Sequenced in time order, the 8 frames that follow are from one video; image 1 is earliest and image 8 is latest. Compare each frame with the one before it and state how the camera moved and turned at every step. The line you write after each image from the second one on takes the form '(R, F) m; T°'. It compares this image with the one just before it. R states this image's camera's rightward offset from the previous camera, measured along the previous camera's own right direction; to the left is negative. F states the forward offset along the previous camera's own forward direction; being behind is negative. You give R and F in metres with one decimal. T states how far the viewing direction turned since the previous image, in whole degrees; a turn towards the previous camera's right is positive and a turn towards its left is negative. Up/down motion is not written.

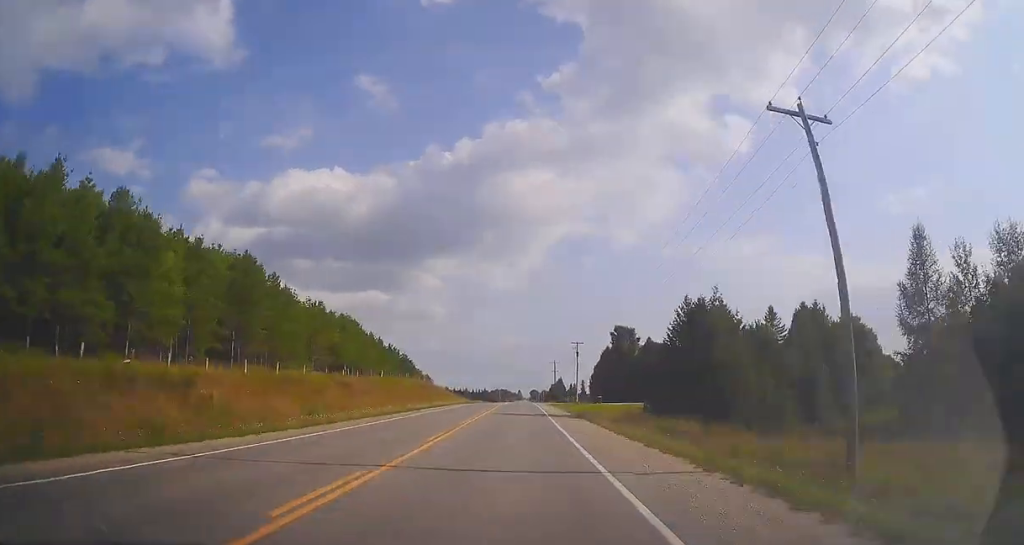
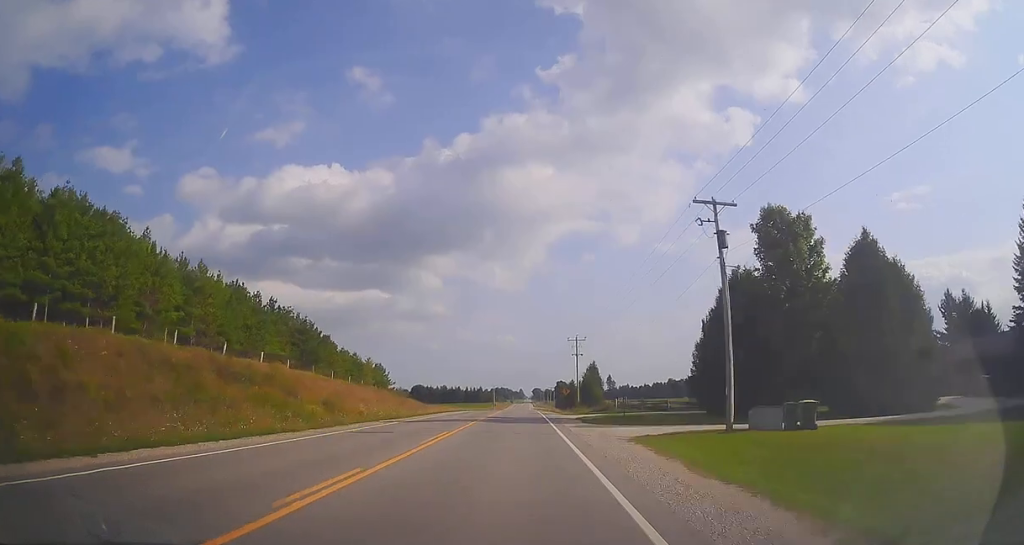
(+0.1, +63.5) m; -1°
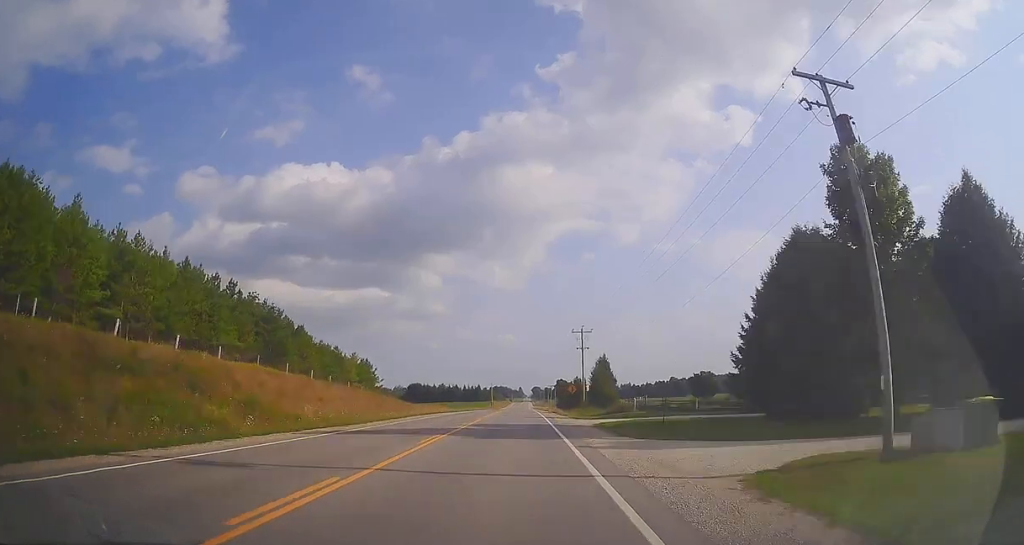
(0.0, +10.3) m; 0°
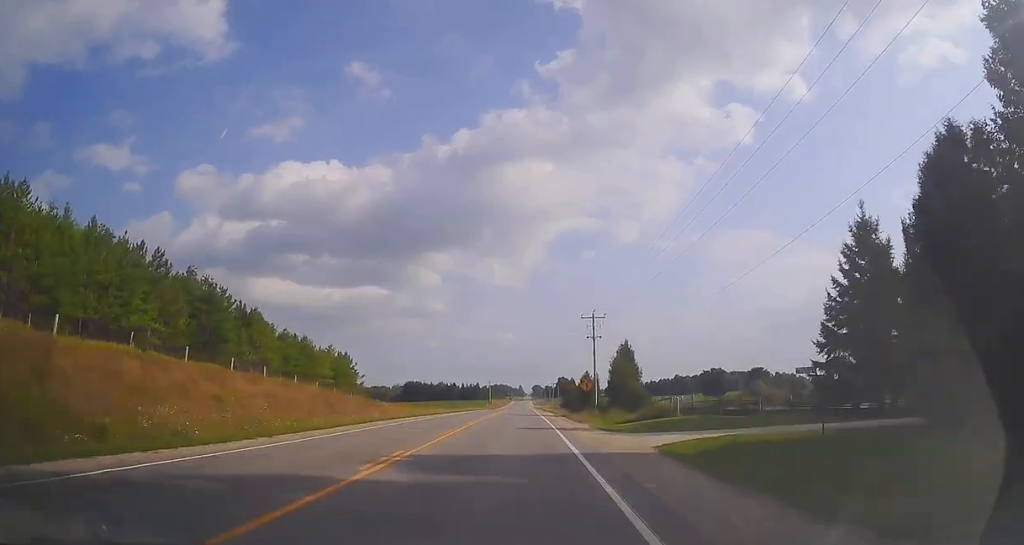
(0.0, +14.5) m; 0°
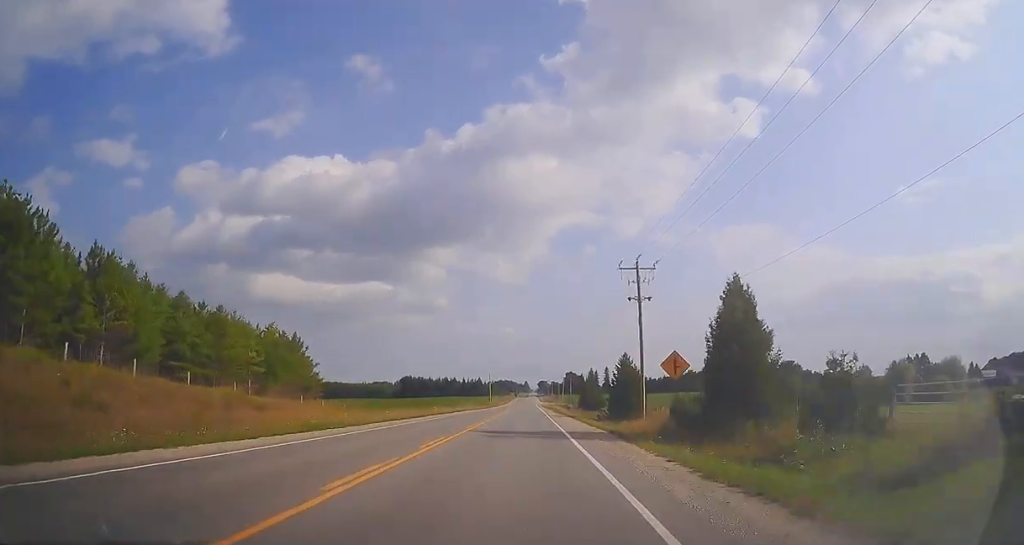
(0.0, +25.3) m; 0°
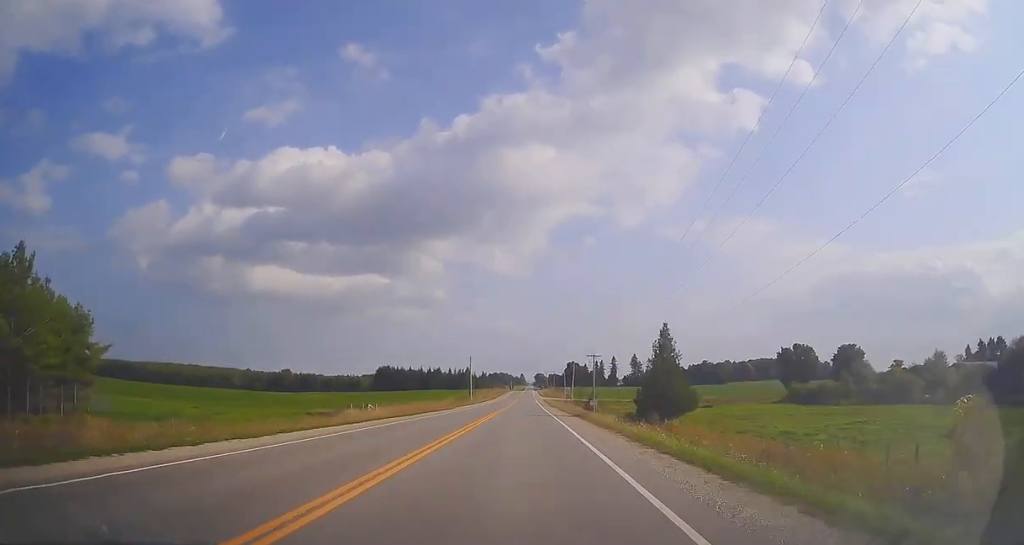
(0.0, +48.8) m; -1°
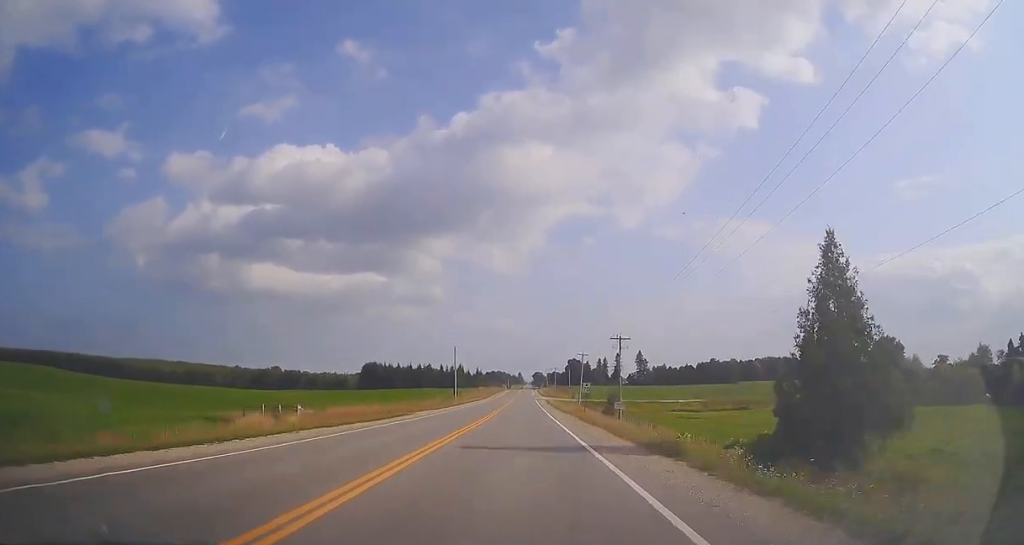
(-0.1, +23.8) m; 0°
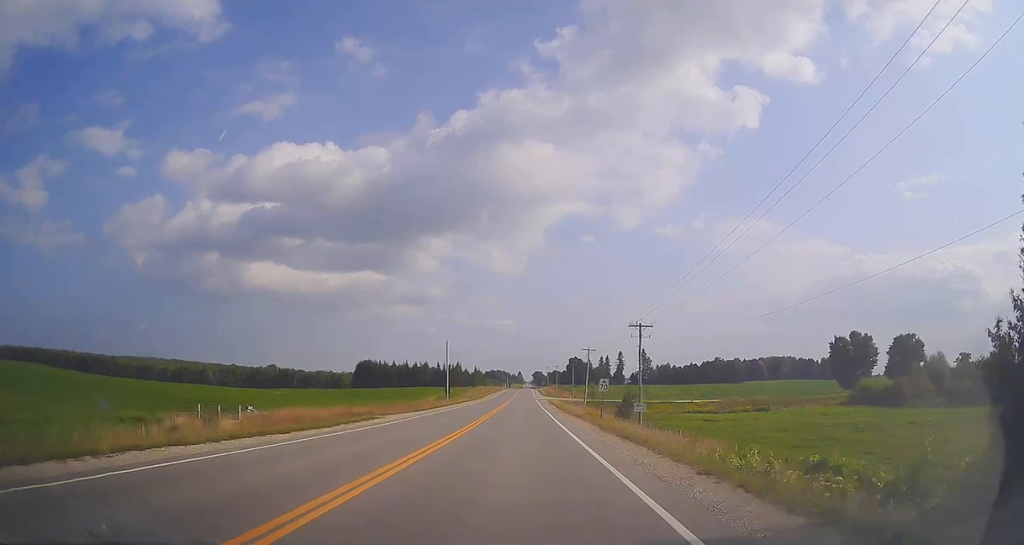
(0.0, +9.8) m; 0°
